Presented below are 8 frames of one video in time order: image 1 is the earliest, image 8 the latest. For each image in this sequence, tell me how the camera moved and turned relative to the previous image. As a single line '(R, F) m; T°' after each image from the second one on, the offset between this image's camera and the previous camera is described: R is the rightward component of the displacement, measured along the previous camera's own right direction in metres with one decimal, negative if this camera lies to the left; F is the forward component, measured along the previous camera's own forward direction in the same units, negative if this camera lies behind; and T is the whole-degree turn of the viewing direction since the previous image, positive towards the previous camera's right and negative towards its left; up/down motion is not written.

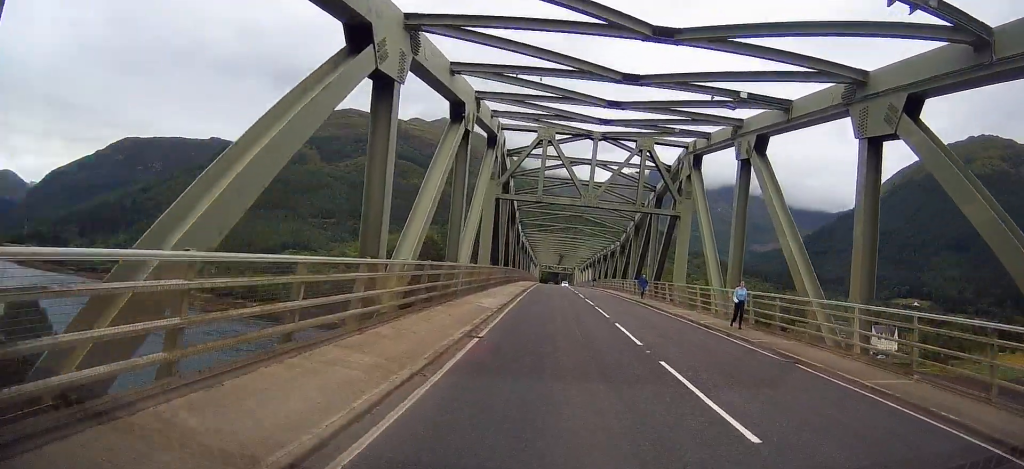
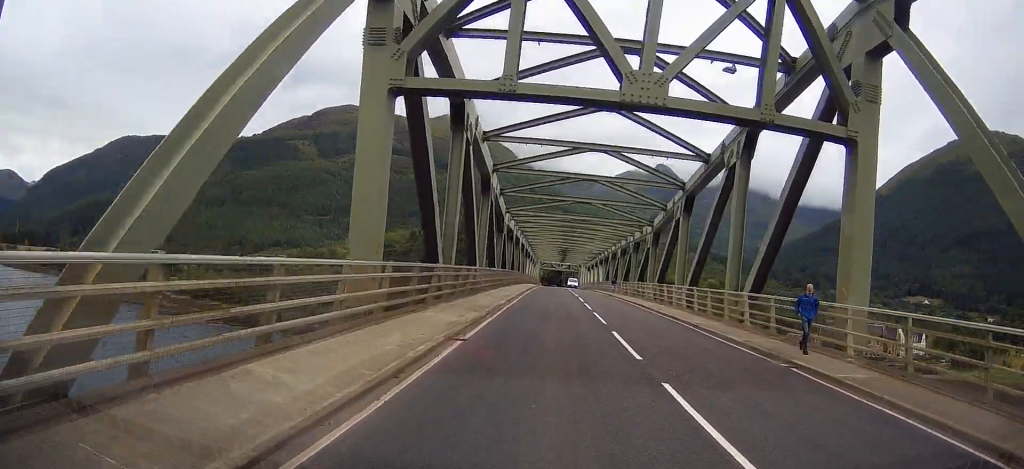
(0.0, +27.1) m; 0°
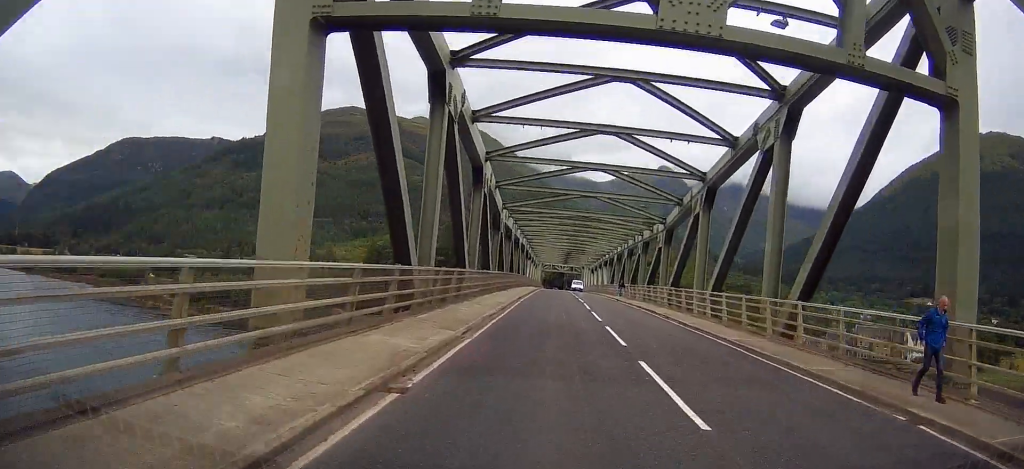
(0.0, +5.3) m; 0°
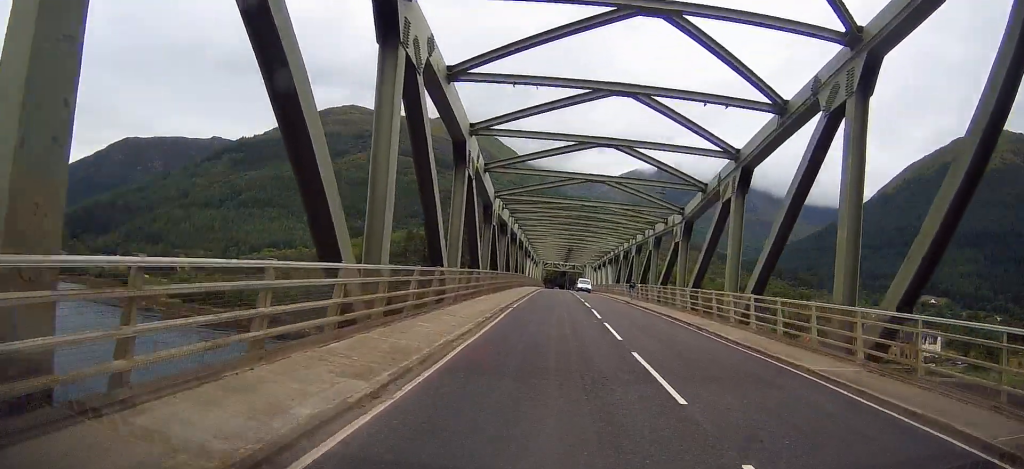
(0.0, +6.9) m; -1°
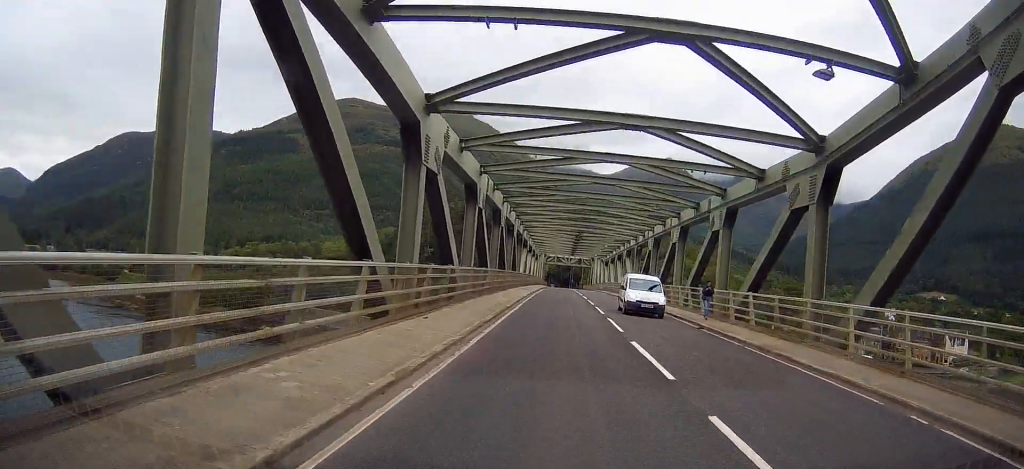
(-0.2, +22.9) m; +1°
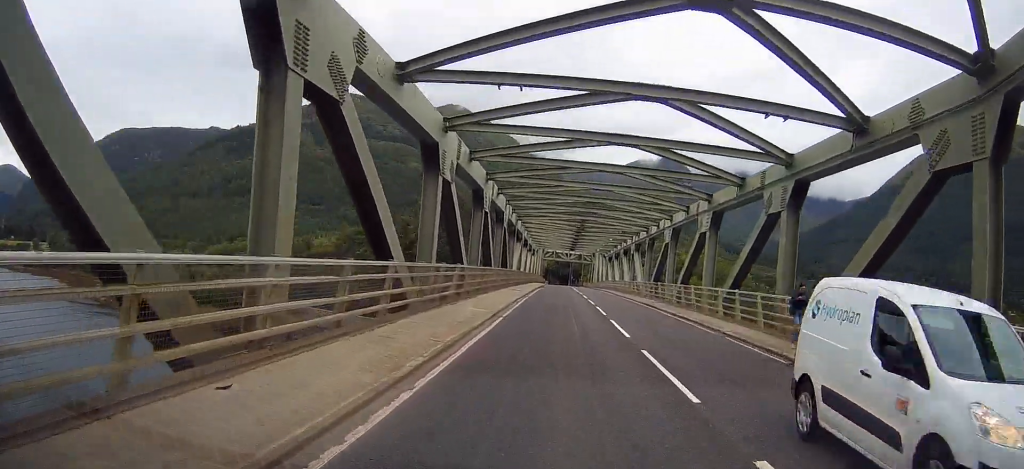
(+0.4, +9.8) m; 0°
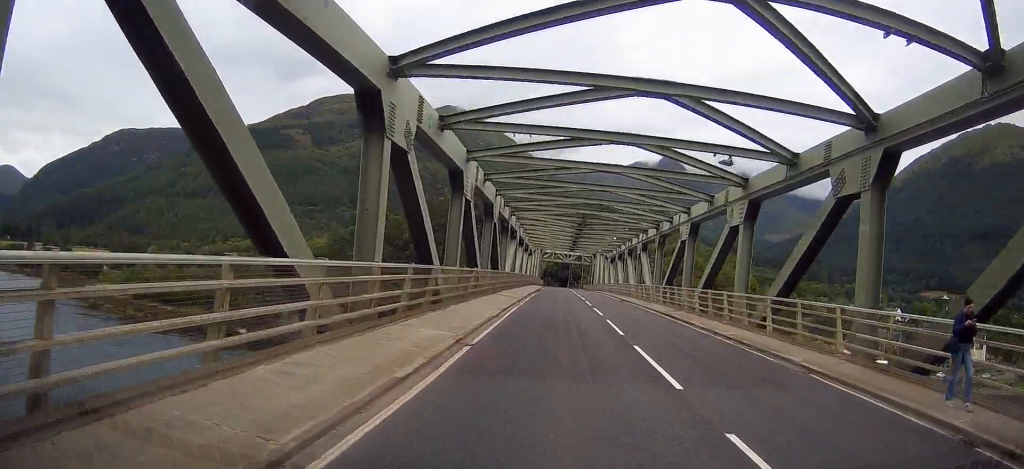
(-0.3, +7.0) m; -1°
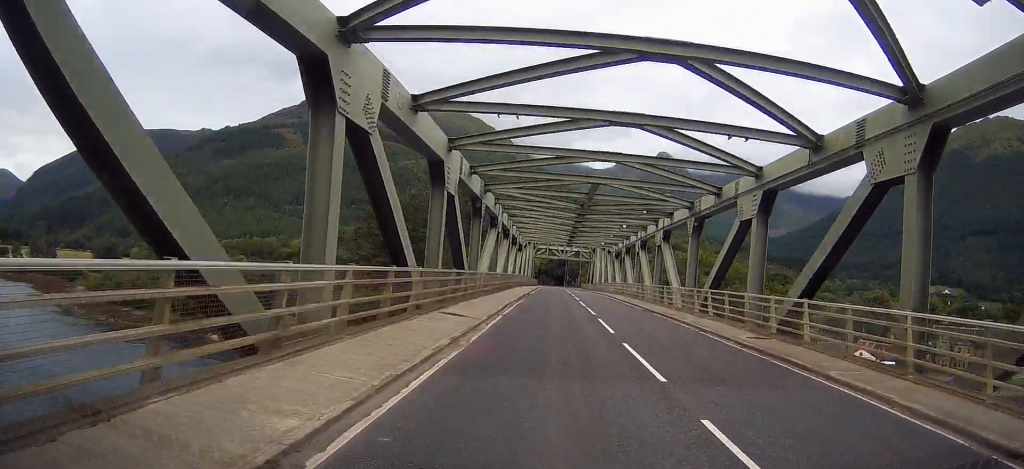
(0.0, +15.8) m; 0°
